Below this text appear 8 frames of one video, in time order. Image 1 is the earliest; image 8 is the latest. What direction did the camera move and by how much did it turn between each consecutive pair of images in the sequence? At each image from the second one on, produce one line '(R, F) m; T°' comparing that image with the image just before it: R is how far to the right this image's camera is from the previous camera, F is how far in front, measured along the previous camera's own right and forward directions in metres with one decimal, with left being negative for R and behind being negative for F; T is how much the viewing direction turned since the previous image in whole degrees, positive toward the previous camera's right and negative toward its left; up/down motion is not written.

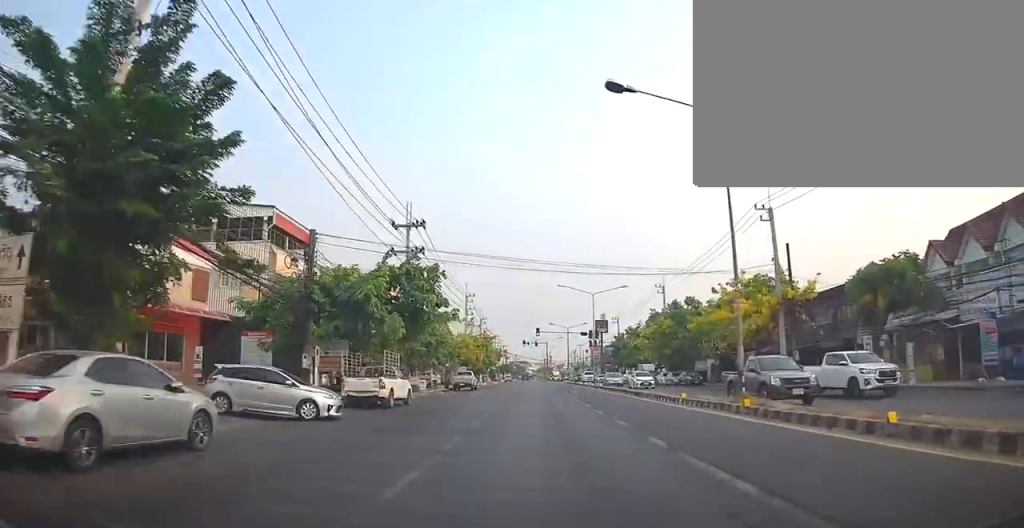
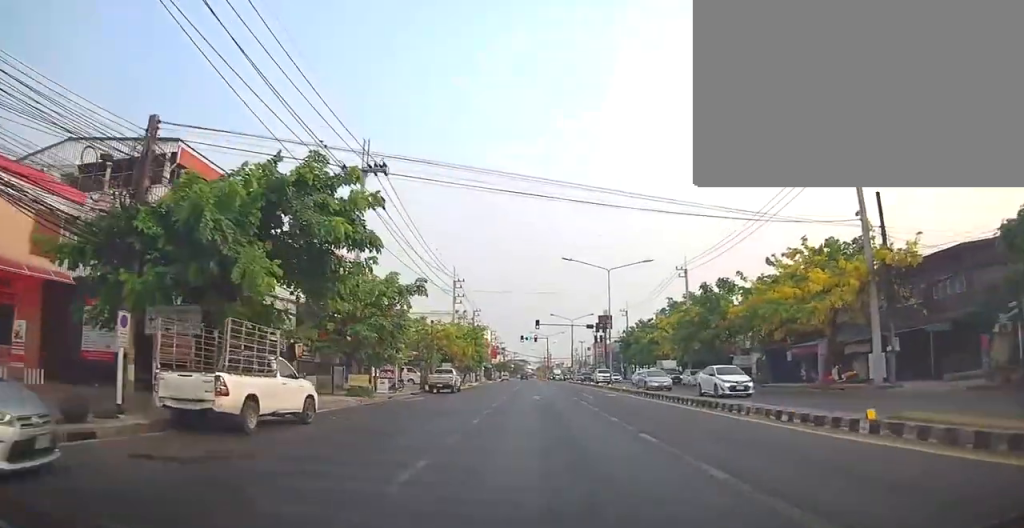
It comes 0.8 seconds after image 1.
(-0.2, +11.8) m; +3°
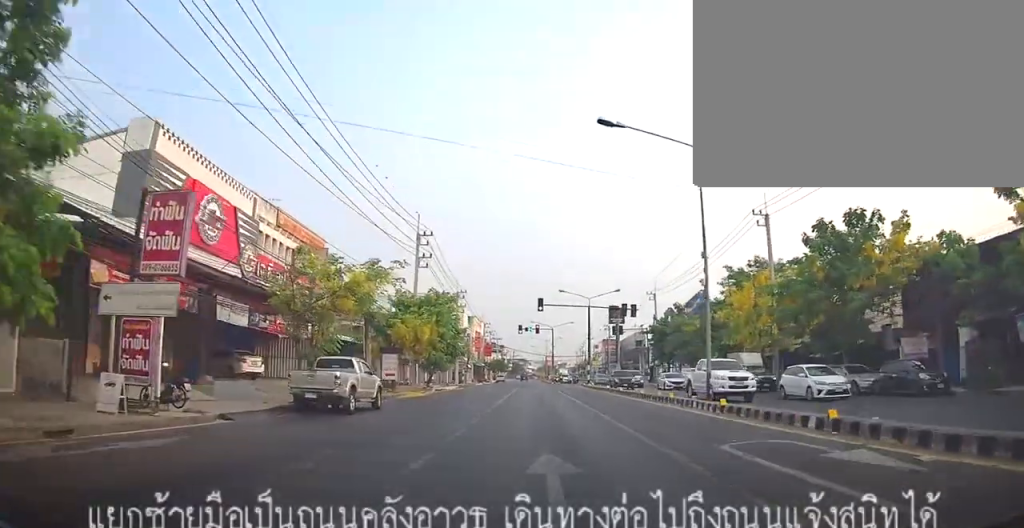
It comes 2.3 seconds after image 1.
(+0.6, +23.4) m; -1°
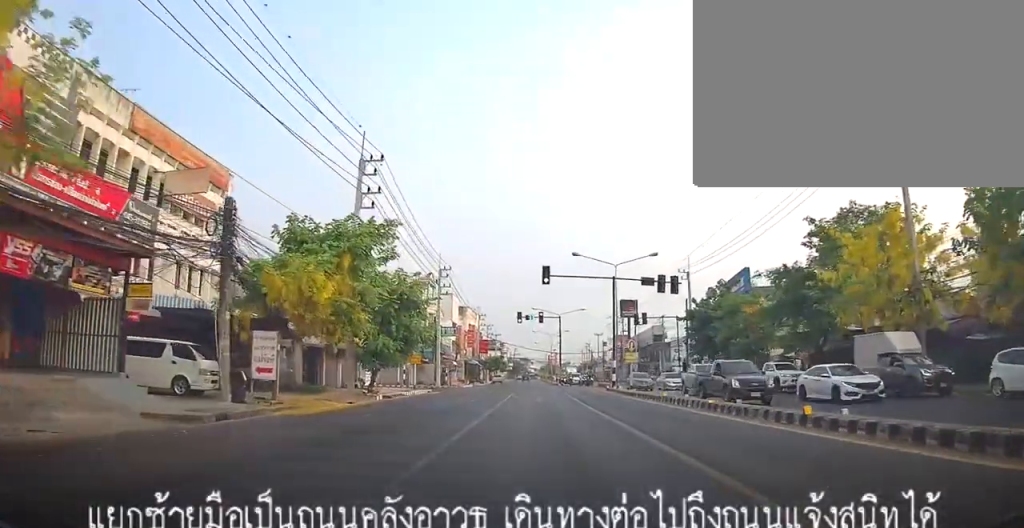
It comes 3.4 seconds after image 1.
(-0.5, +16.9) m; -2°
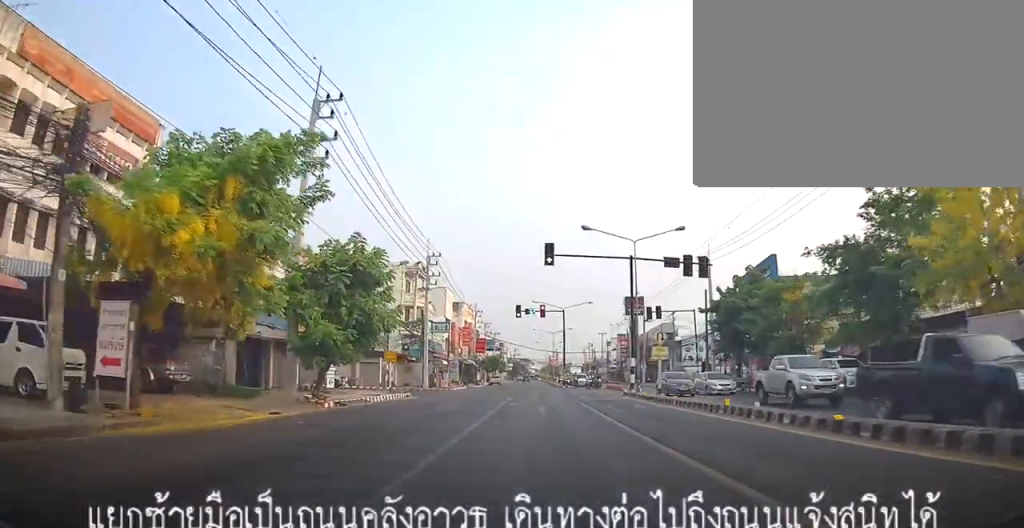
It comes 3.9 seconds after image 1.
(0.0, +7.4) m; 0°
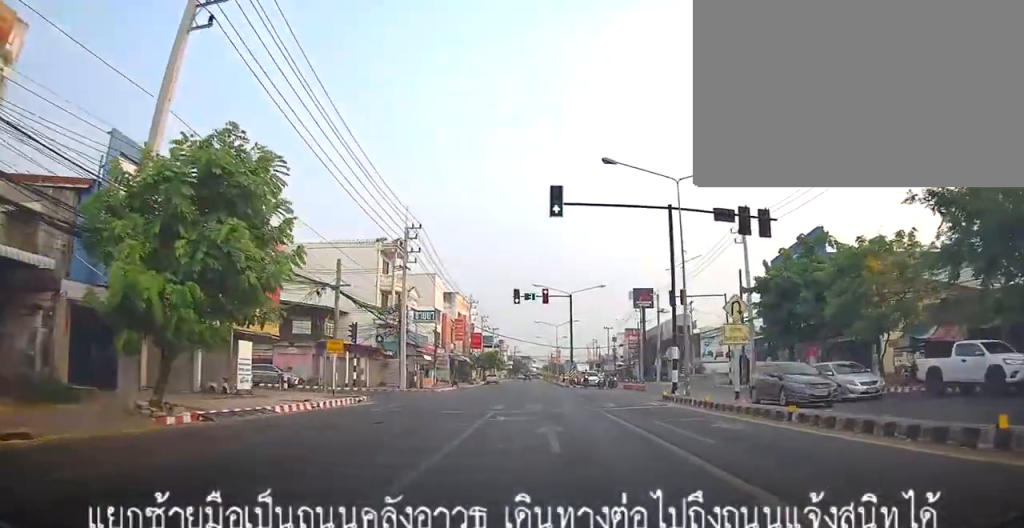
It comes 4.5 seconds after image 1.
(0.0, +9.9) m; +2°
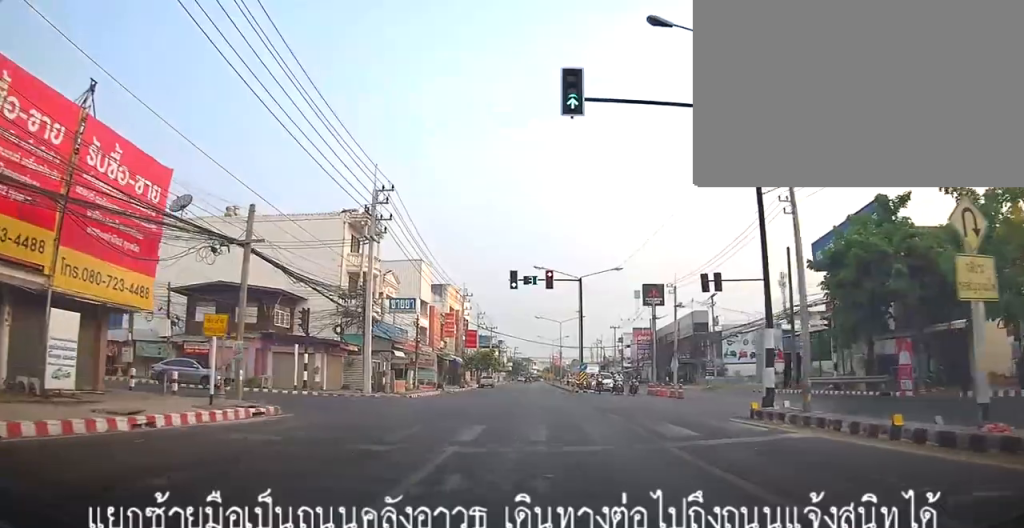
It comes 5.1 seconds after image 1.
(+0.2, +9.6) m; +1°
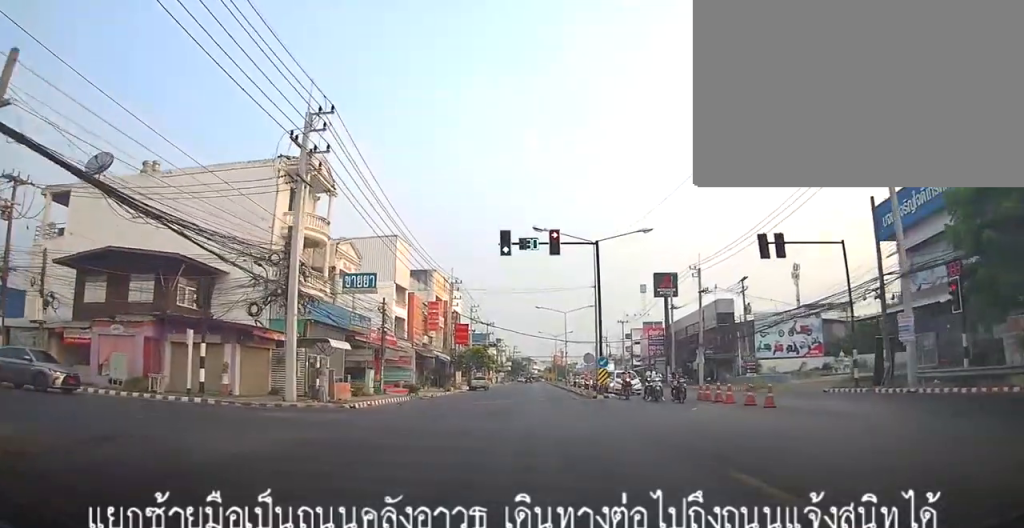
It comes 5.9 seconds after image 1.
(+0.5, +11.2) m; 0°
